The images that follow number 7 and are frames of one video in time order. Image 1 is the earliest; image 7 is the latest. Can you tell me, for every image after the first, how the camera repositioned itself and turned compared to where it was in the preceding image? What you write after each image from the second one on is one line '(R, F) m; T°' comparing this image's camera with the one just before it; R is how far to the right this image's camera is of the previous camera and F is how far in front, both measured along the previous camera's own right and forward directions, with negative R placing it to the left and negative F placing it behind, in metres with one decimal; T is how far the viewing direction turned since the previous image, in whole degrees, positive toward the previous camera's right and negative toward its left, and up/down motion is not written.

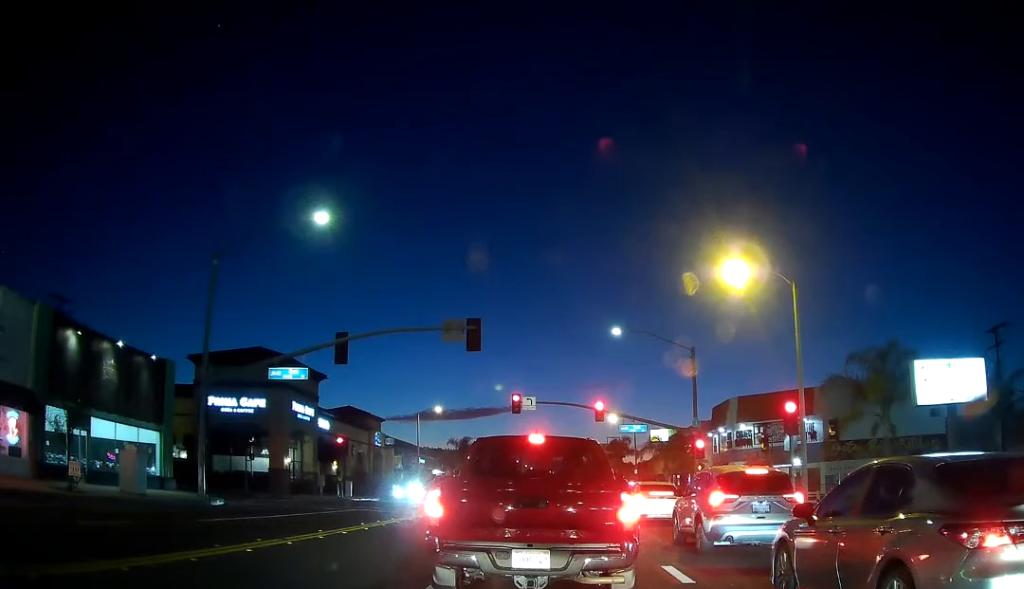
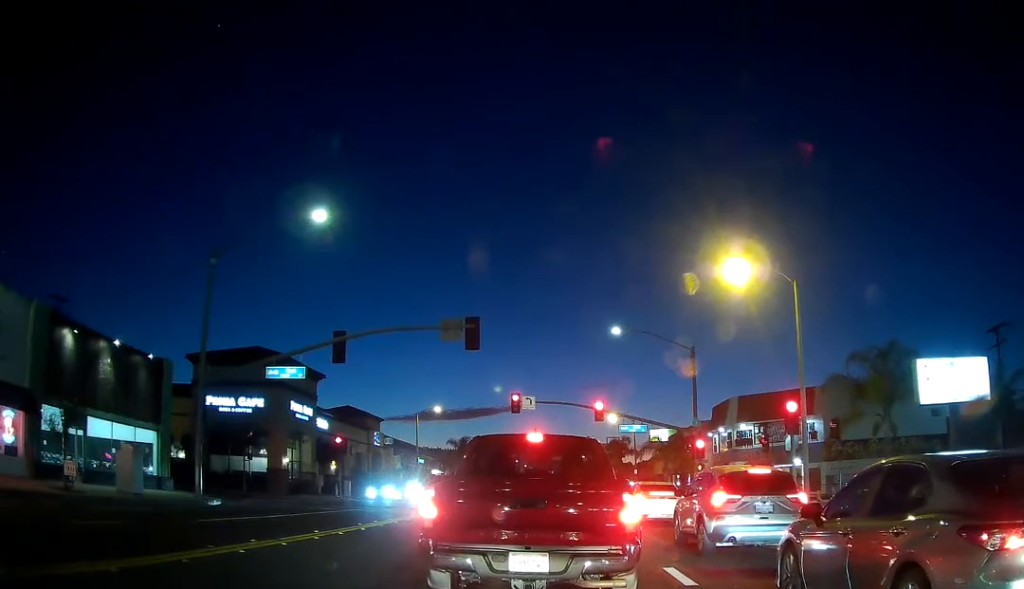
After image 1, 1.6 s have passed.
(-0.2, +0.3) m; 0°
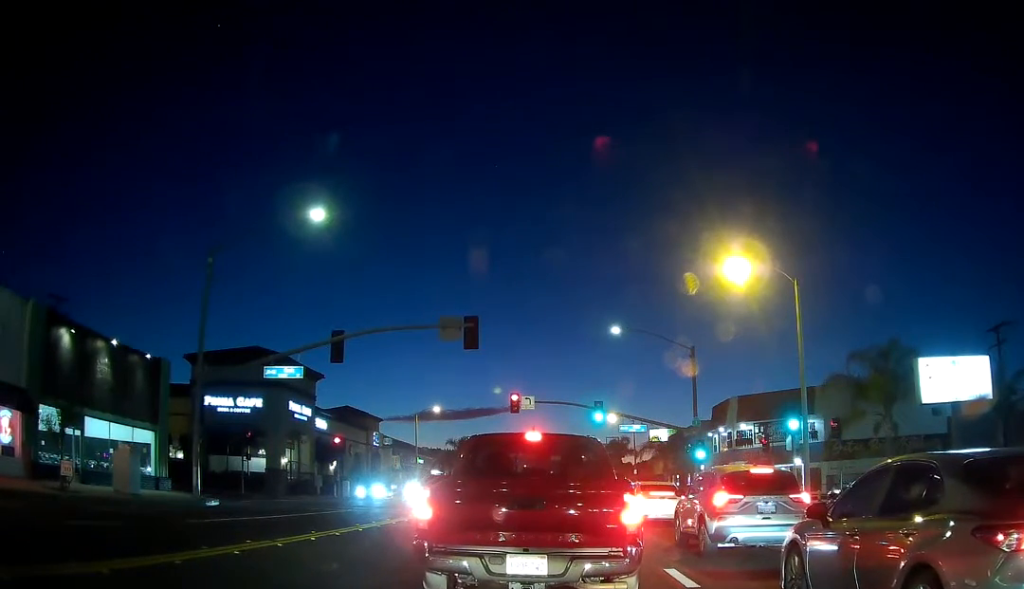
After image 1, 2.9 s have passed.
(0.0, +0.4) m; 0°
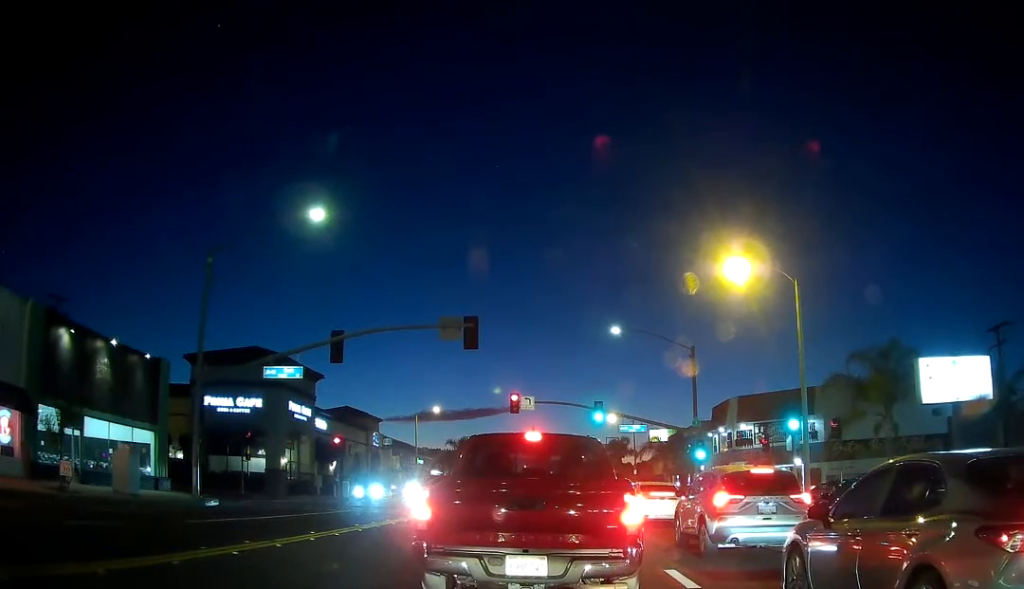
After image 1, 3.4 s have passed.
(0.0, 0.0) m; 0°
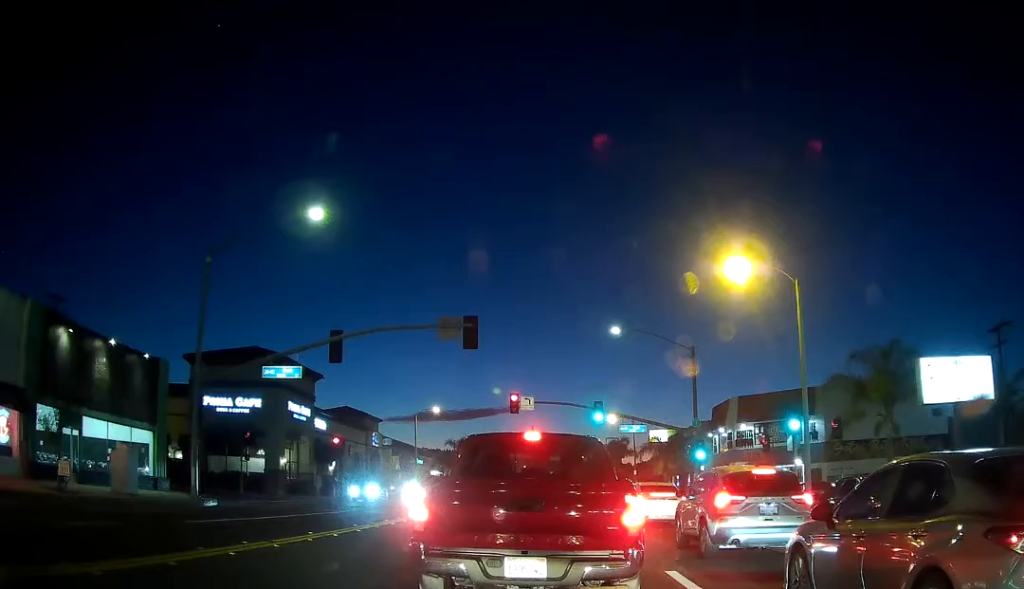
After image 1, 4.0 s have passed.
(0.0, 0.0) m; 0°
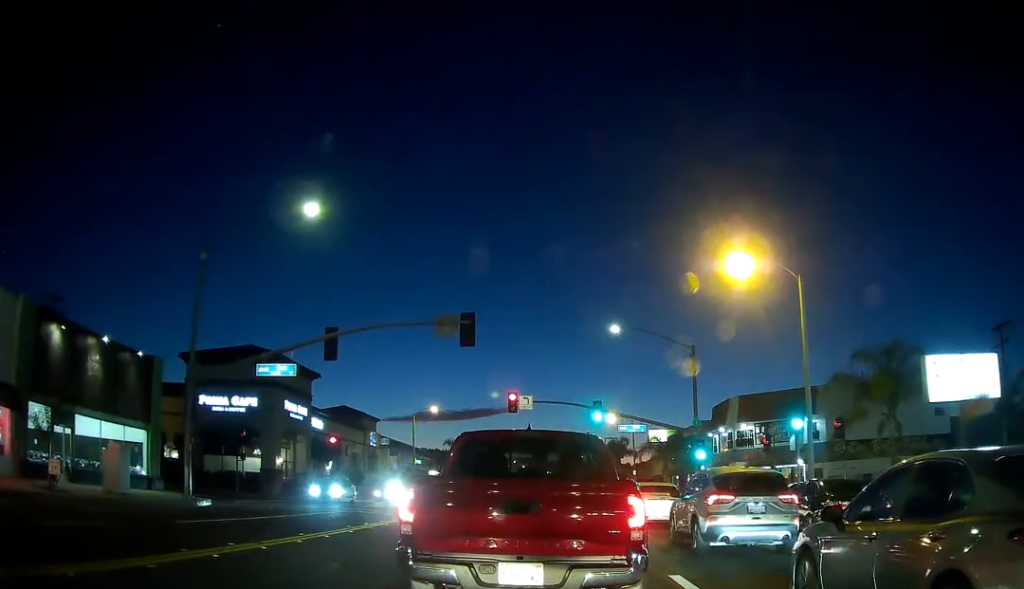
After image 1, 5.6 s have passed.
(0.0, +0.4) m; 0°
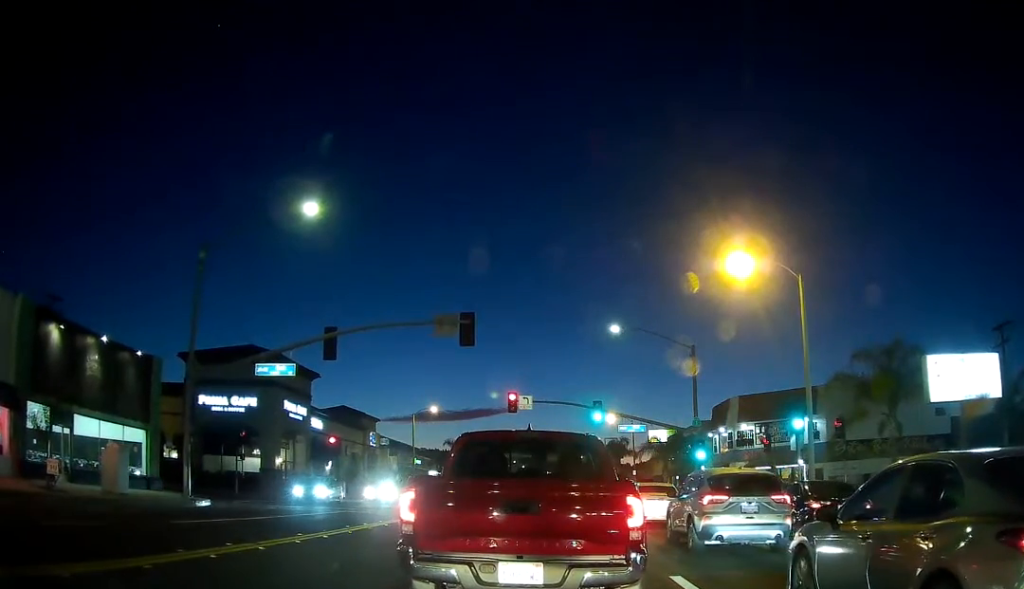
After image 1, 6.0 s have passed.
(0.0, 0.0) m; 0°
